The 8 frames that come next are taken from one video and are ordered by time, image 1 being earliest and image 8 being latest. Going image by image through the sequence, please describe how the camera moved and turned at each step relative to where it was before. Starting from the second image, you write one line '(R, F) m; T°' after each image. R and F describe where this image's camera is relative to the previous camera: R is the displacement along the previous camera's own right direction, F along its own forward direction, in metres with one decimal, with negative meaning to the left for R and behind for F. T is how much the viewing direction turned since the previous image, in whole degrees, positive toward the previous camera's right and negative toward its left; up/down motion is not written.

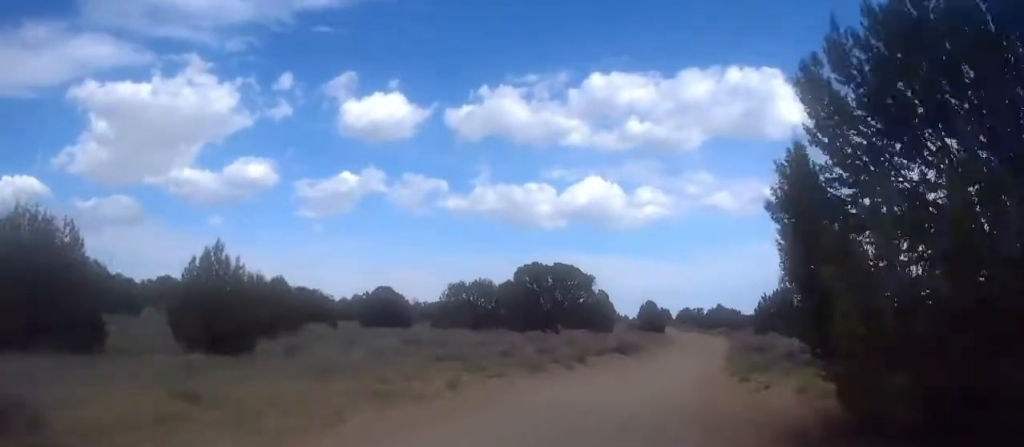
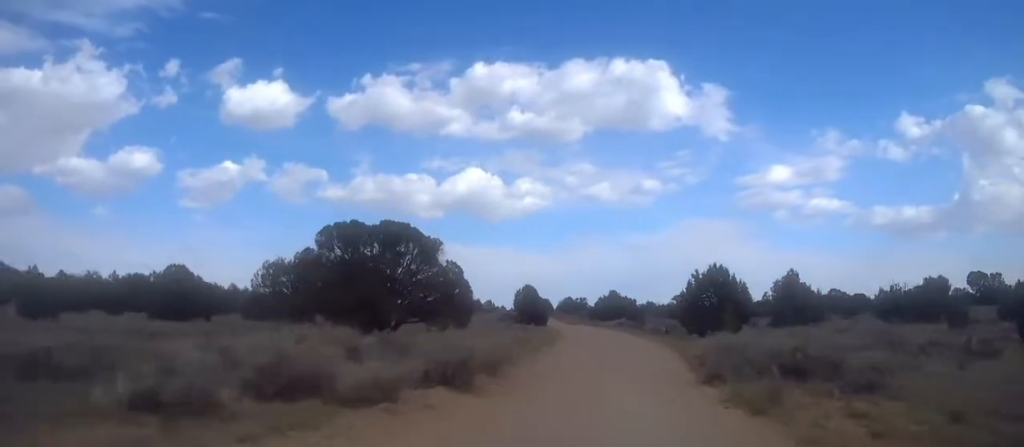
(+1.8, +22.4) m; +11°
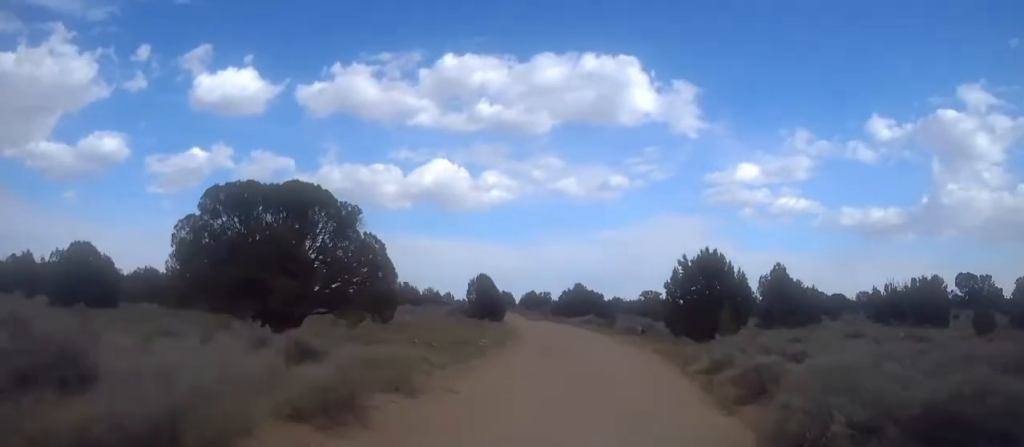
(+0.8, +9.5) m; +3°
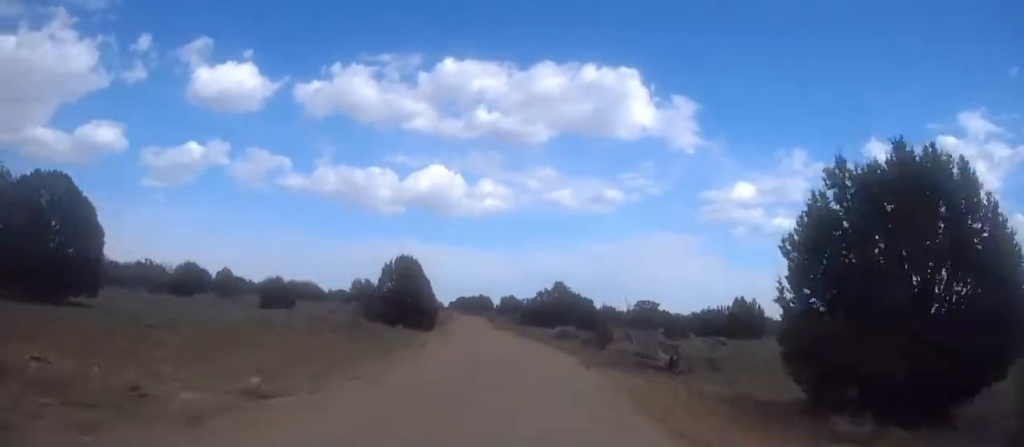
(+1.6, +26.6) m; +1°
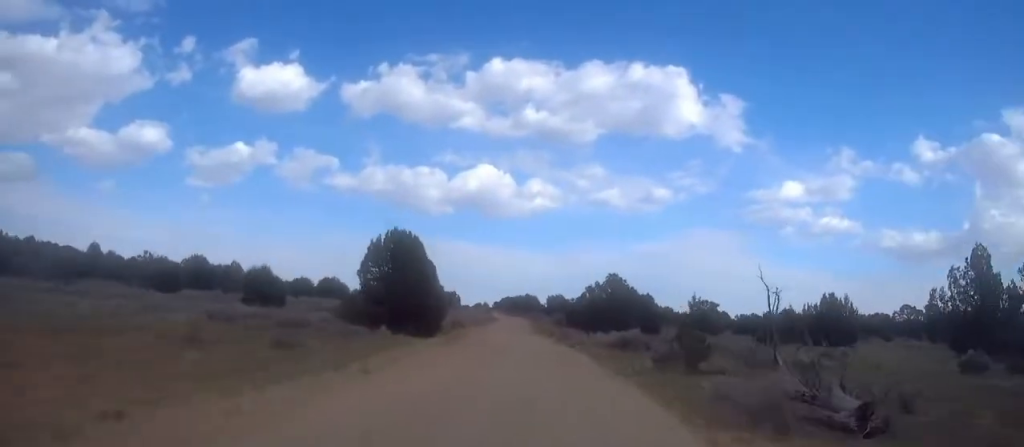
(-0.1, +13.6) m; -3°
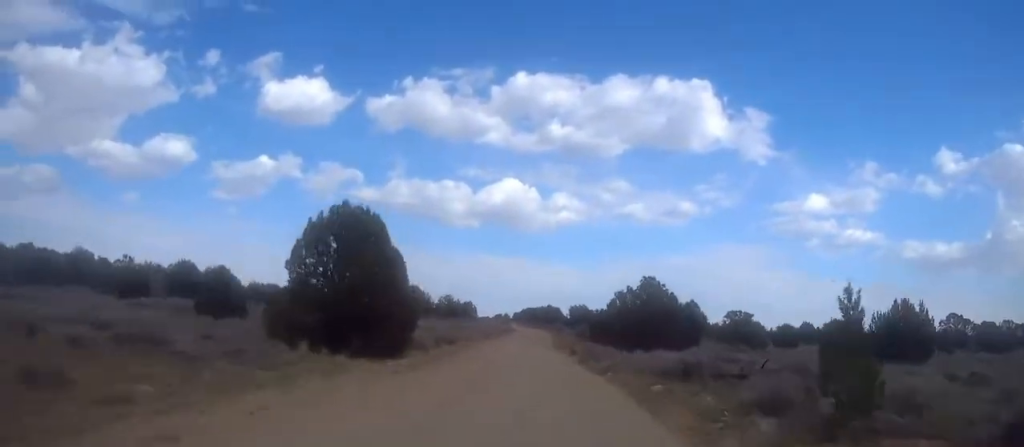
(-0.3, +10.7) m; -3°
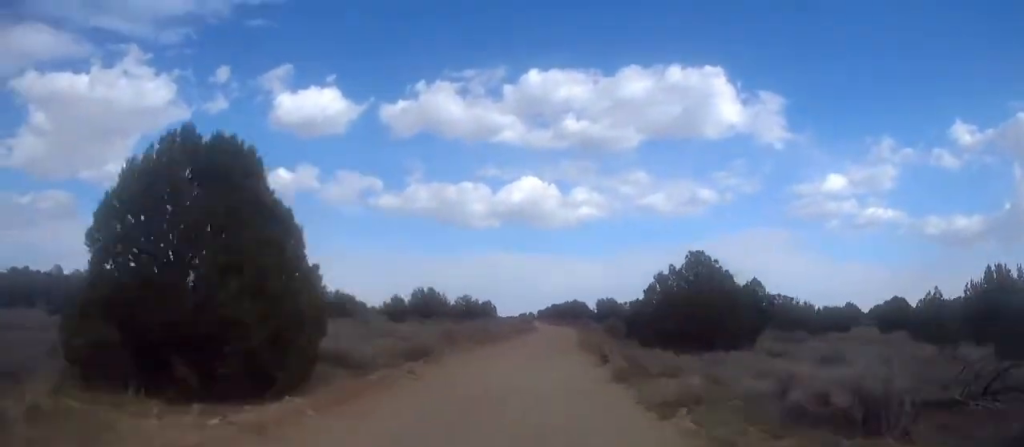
(0.0, +10.8) m; -2°
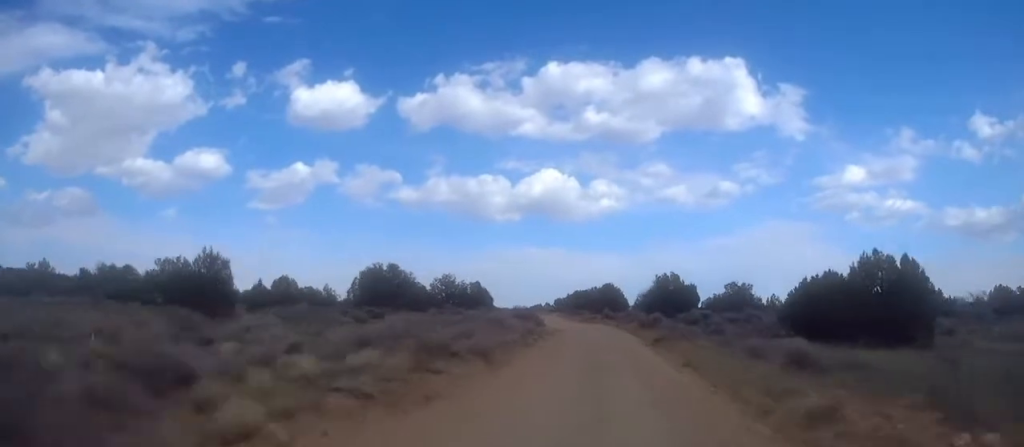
(-1.5, +49.7) m; -1°
